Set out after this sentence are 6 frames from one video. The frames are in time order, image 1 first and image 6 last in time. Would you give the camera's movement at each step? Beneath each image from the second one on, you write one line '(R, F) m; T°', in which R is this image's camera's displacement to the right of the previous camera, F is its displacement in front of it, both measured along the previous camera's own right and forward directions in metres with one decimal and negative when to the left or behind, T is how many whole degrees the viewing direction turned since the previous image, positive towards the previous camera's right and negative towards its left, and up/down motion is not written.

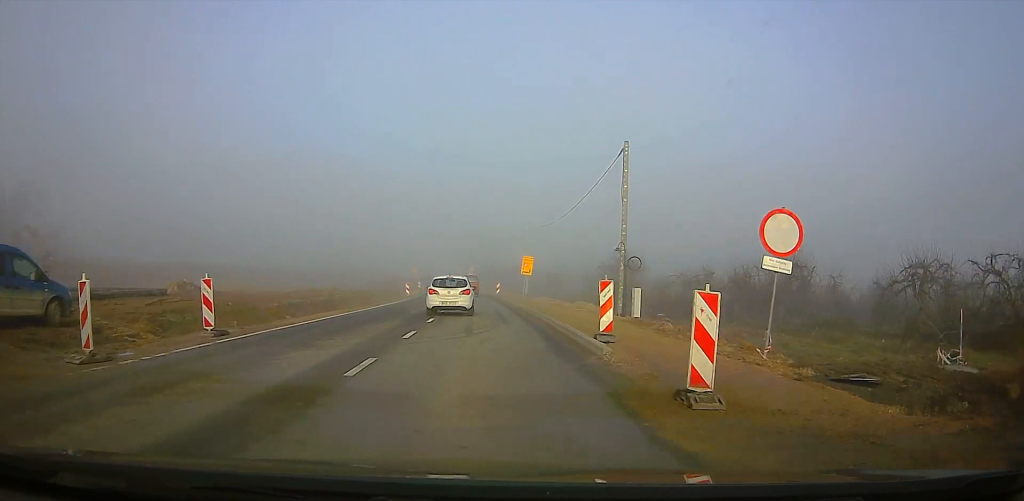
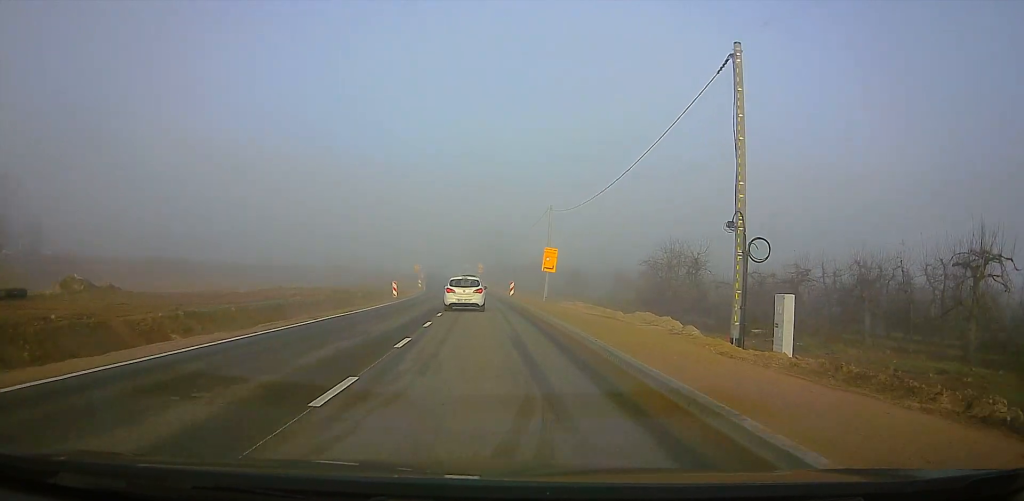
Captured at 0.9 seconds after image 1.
(-0.5, +12.4) m; -2°
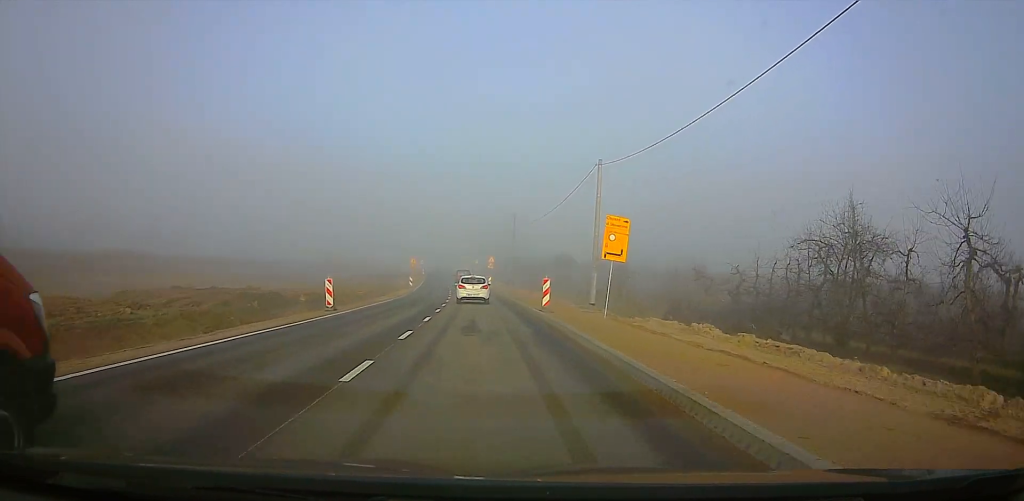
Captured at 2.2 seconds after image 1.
(+0.1, +20.0) m; 0°
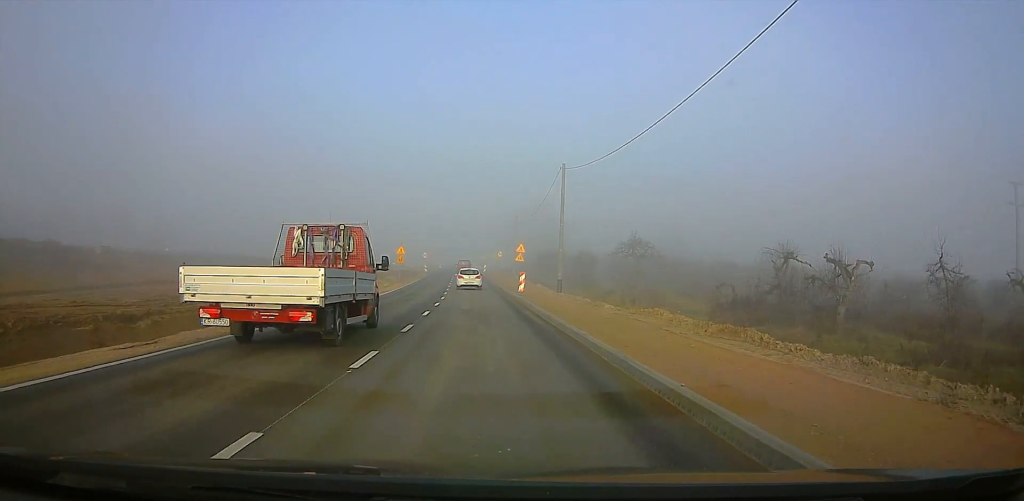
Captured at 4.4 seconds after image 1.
(-1.2, +37.3) m; -3°
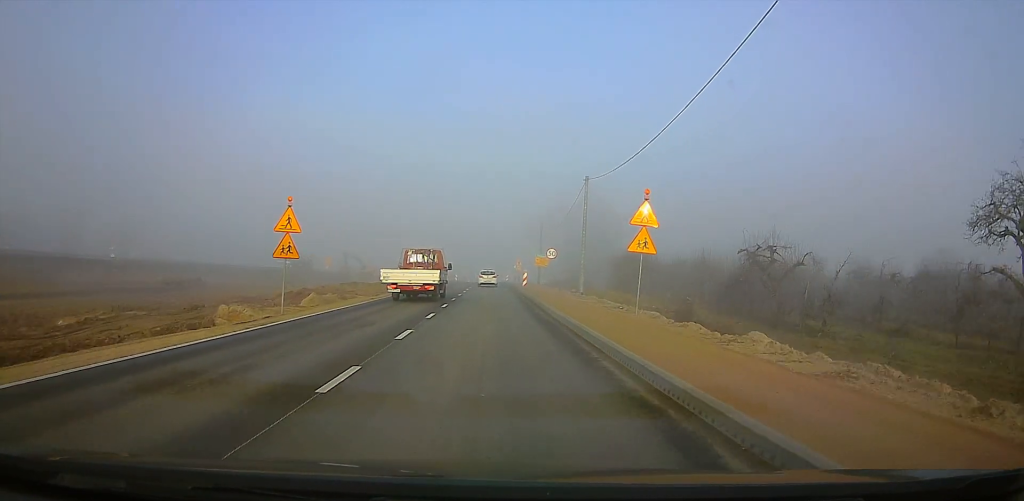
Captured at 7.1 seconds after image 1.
(0.0, +41.3) m; -1°
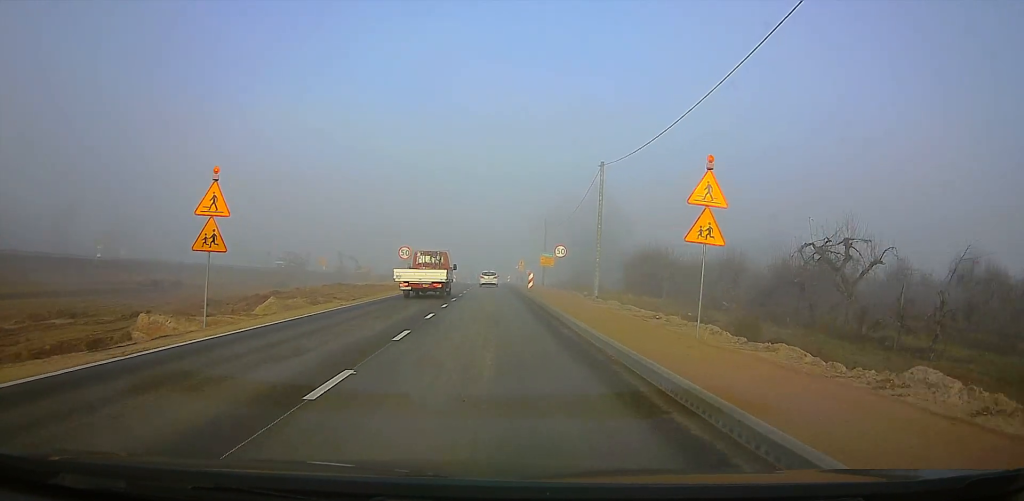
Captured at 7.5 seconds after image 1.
(-0.1, +5.8) m; -1°
